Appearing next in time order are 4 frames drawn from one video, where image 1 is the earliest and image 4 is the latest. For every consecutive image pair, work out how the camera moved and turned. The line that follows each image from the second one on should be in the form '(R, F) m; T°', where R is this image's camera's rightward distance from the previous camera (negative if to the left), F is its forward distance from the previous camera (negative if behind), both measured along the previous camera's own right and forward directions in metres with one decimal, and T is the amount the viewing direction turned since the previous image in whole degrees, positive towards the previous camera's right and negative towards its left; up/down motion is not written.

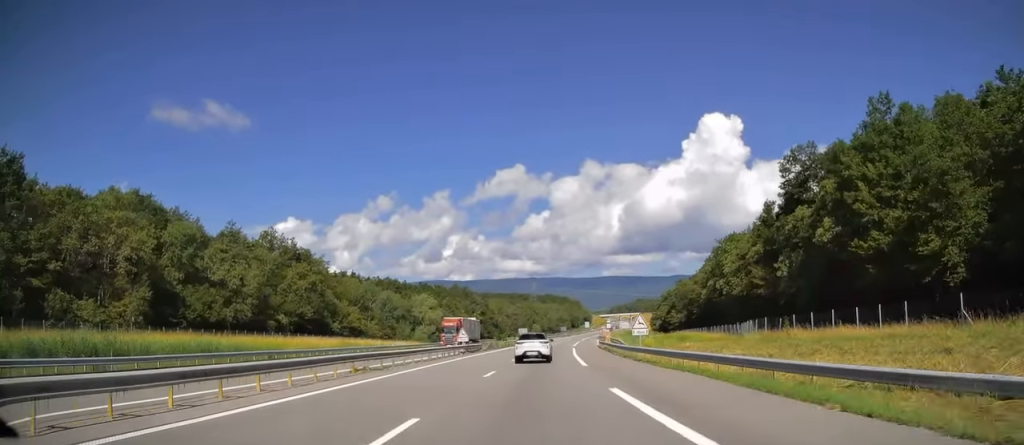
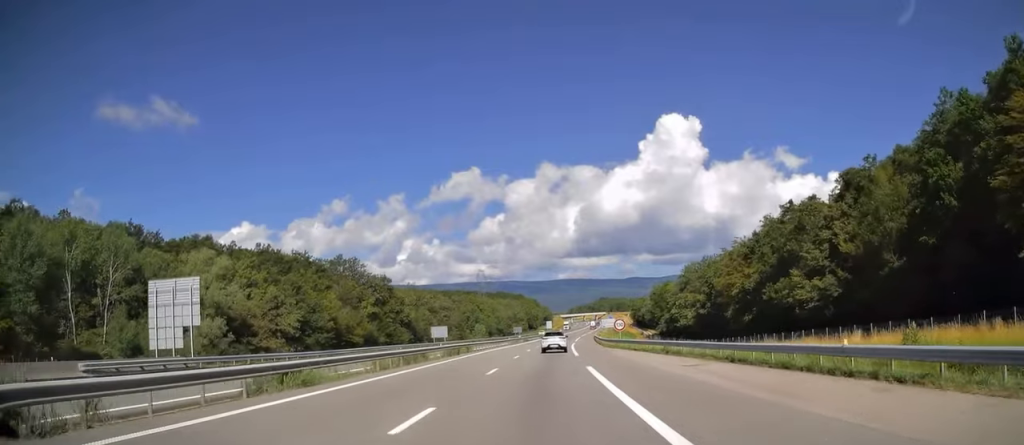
(+3.9, +93.7) m; +5°
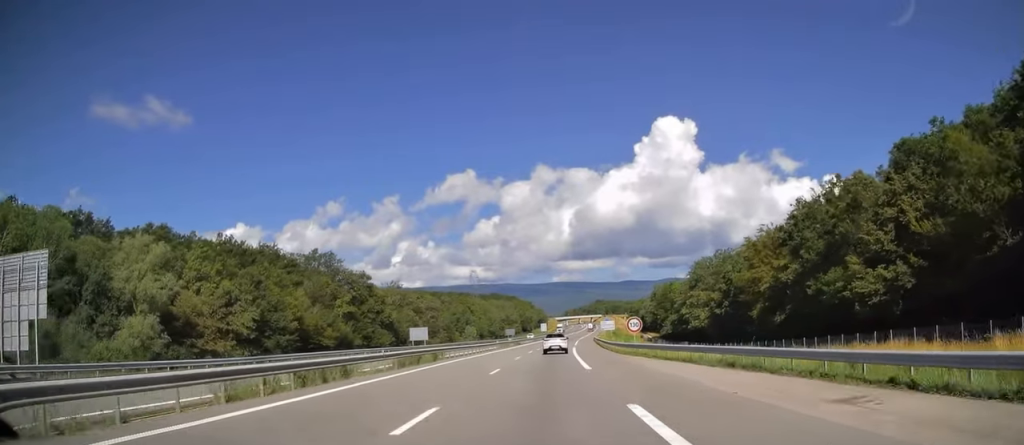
(+0.1, +12.9) m; 0°
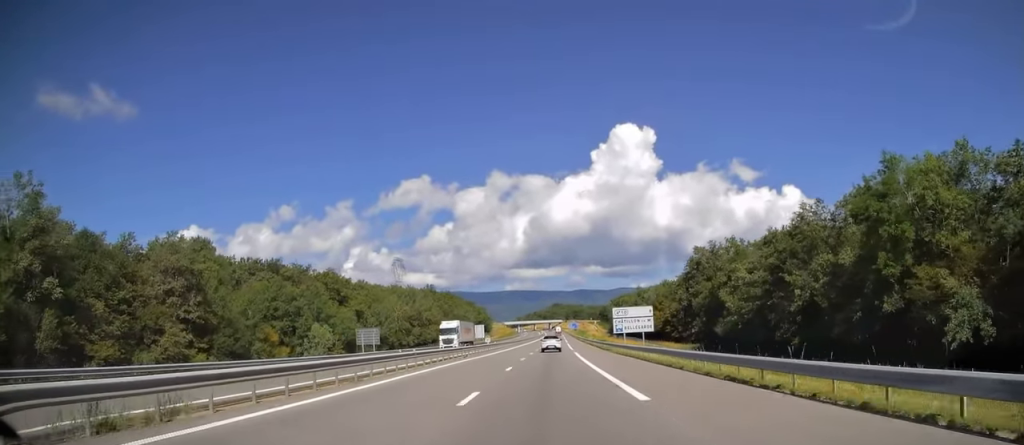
(+4.3, +114.5) m; +4°
